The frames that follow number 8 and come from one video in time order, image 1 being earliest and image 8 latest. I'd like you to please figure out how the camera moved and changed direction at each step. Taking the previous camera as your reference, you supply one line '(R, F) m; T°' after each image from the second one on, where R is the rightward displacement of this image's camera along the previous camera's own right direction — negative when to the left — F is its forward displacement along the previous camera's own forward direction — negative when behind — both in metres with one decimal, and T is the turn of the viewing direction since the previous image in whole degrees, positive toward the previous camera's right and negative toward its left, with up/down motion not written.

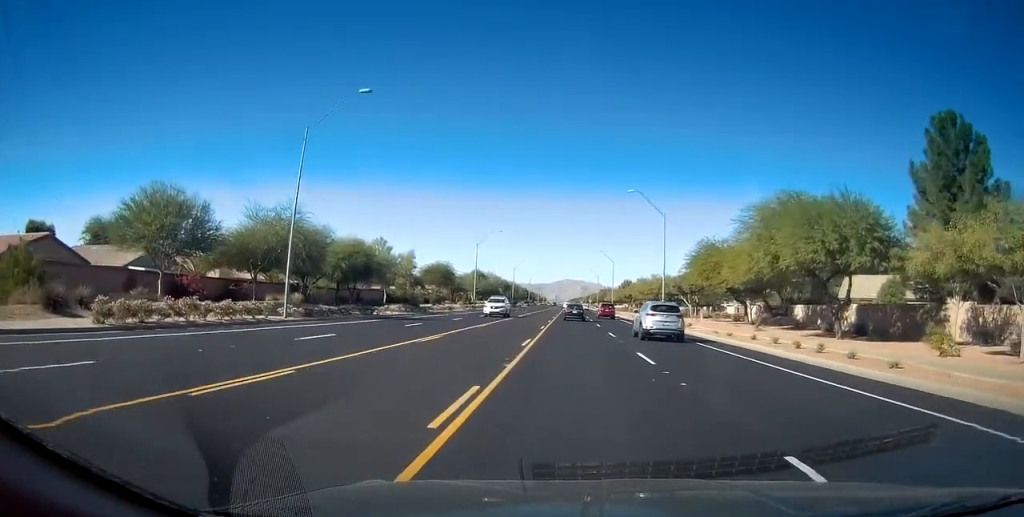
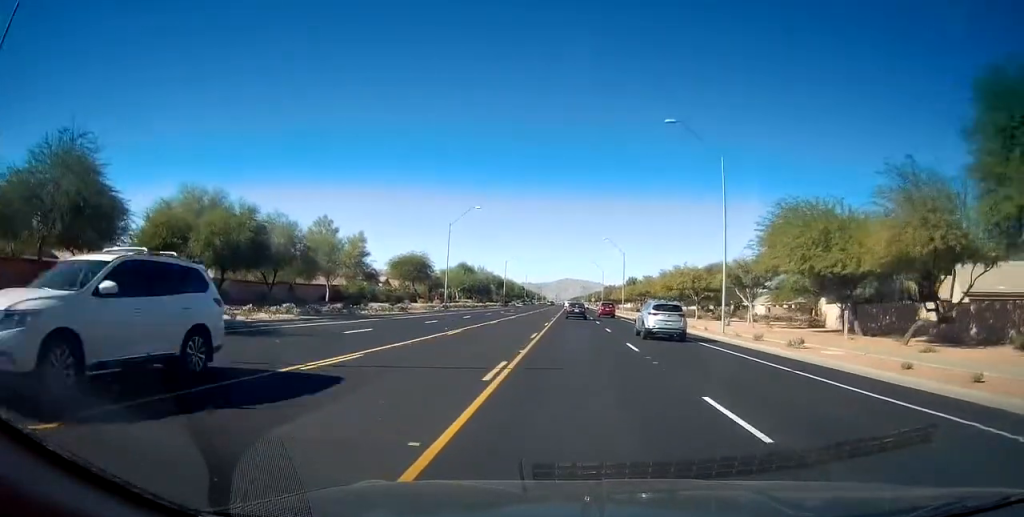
(0.0, +20.4) m; -1°
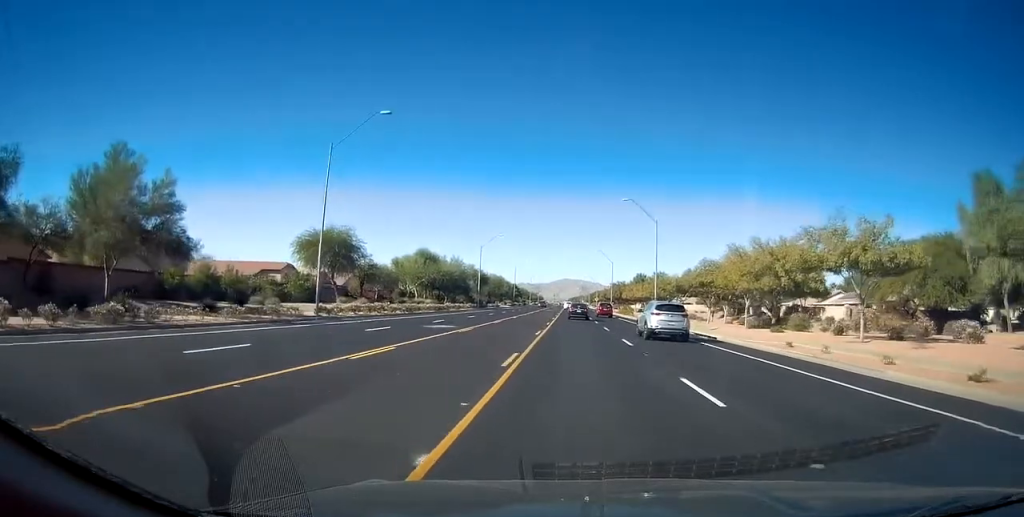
(-0.6, +33.7) m; -1°
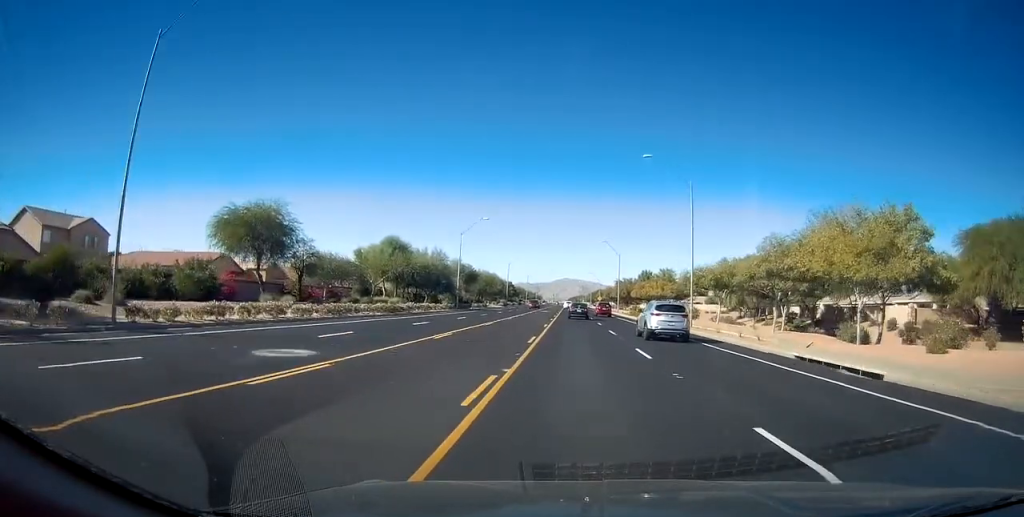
(+0.1, +16.5) m; 0°
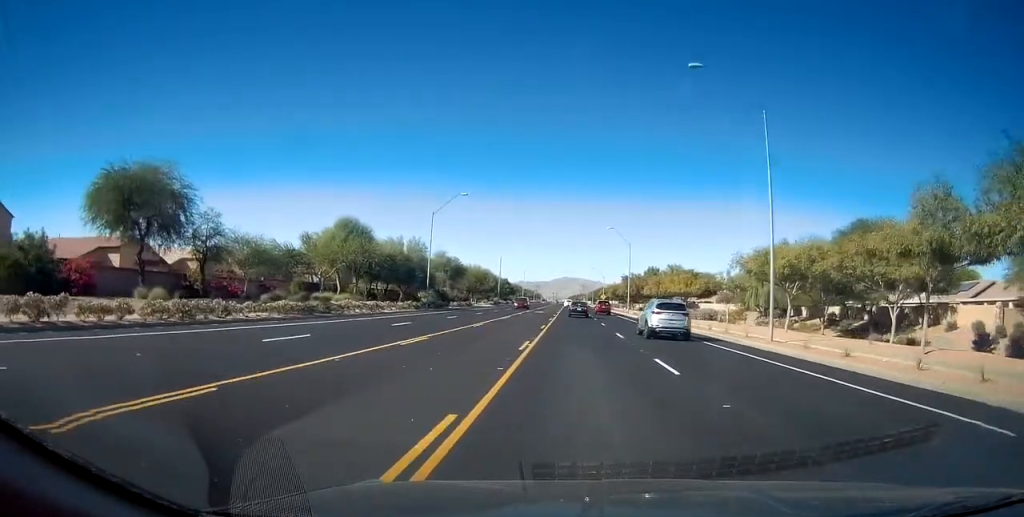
(+0.1, +16.0) m; 0°
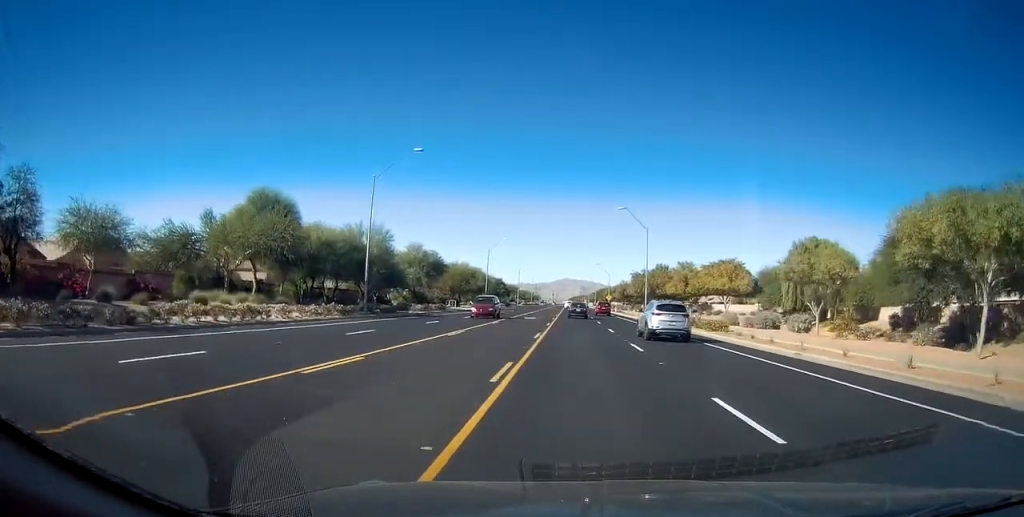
(0.0, +18.2) m; 0°
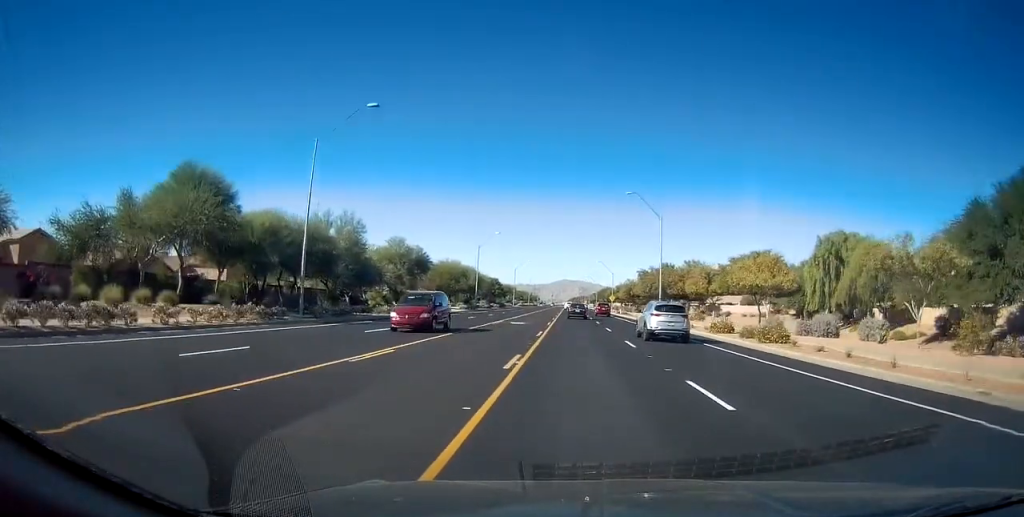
(0.0, +10.2) m; 0°
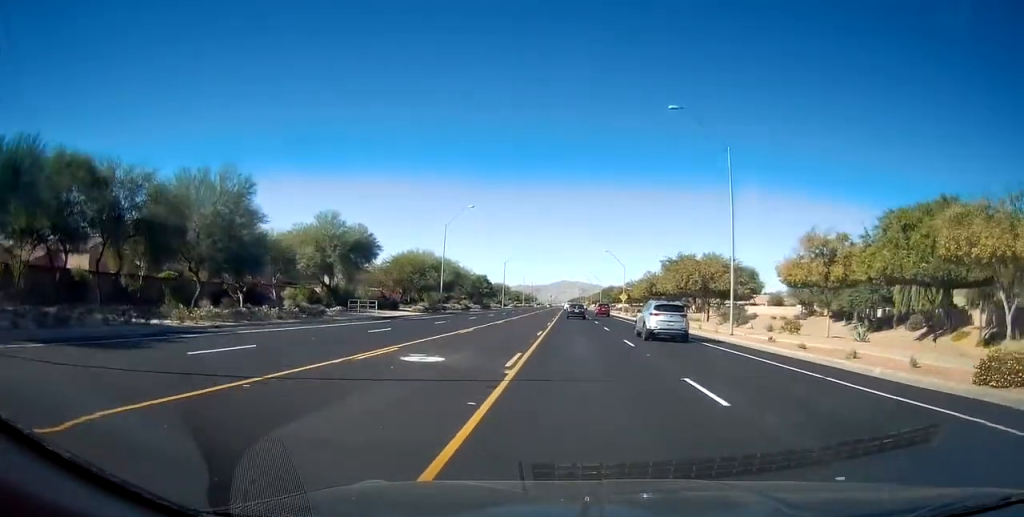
(0.0, +24.1) m; +1°
